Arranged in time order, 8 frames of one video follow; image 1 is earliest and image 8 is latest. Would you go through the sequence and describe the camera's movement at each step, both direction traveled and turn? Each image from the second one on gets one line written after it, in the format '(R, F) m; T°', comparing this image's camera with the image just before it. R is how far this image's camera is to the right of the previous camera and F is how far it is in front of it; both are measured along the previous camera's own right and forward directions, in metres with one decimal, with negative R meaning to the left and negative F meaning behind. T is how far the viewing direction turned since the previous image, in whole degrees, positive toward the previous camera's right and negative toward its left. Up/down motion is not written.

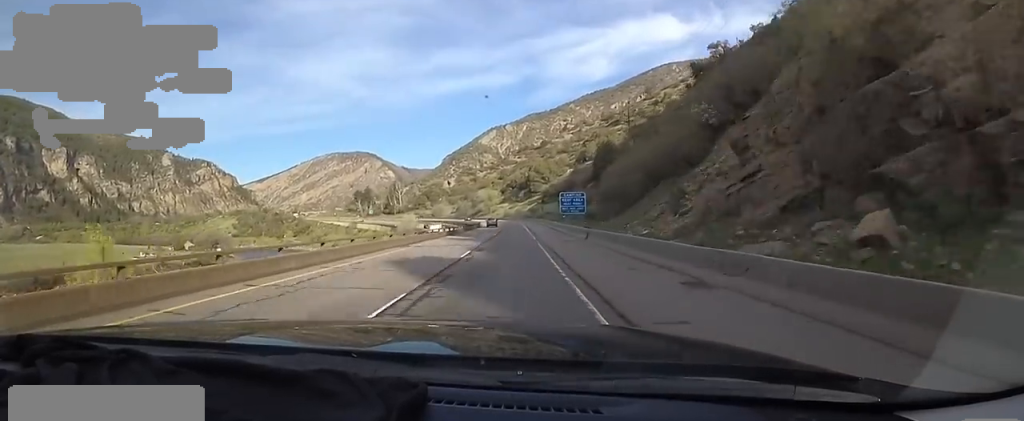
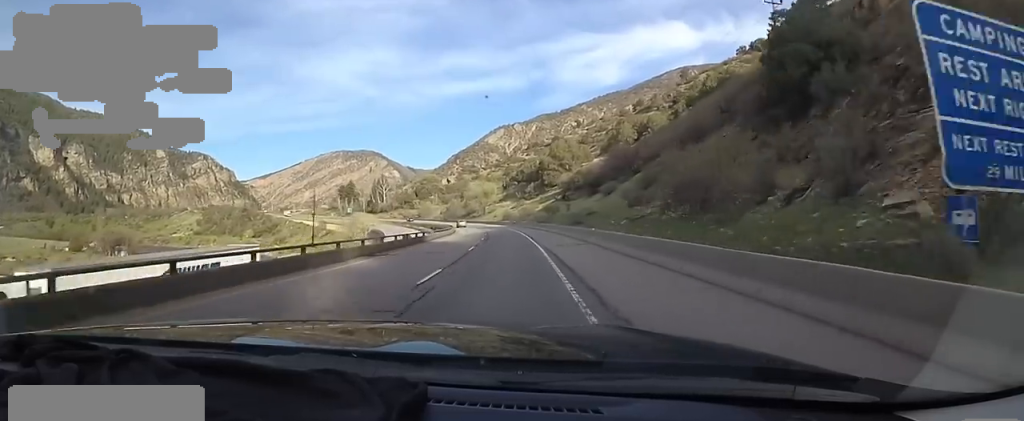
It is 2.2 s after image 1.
(-0.3, +56.6) m; -4°
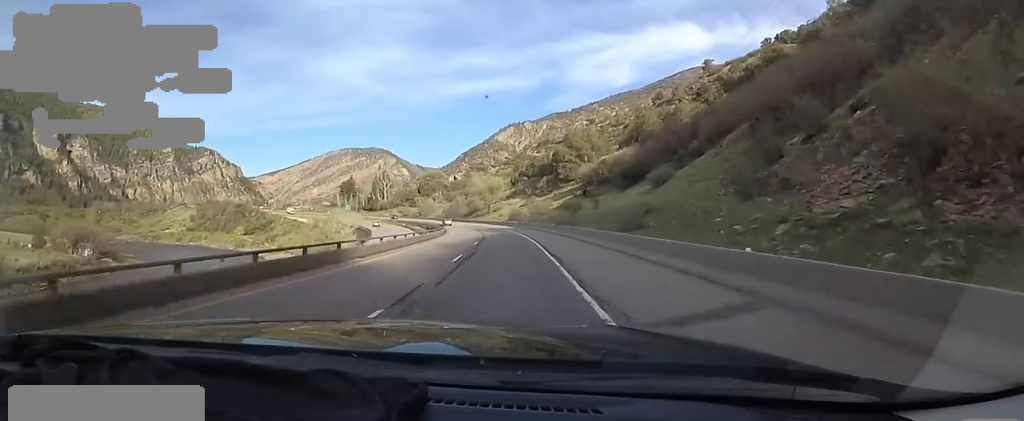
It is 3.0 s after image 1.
(0.0, +18.7) m; 0°
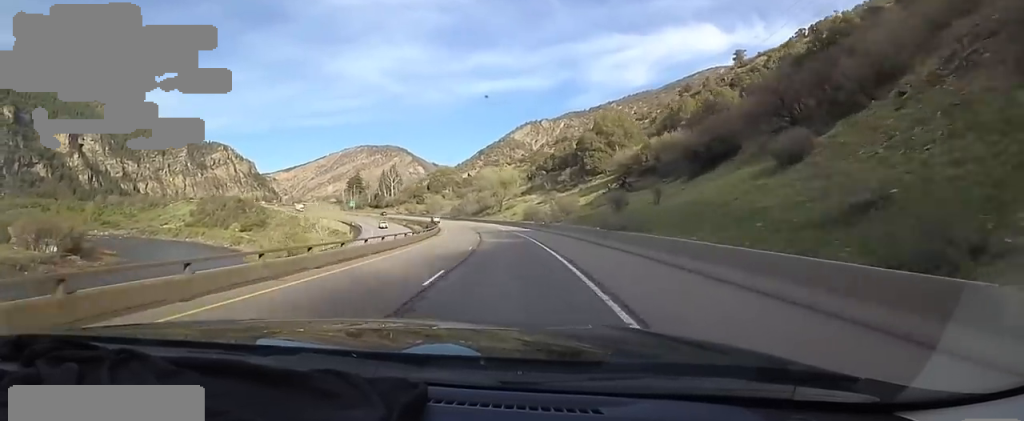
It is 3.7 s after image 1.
(0.0, +18.6) m; 0°
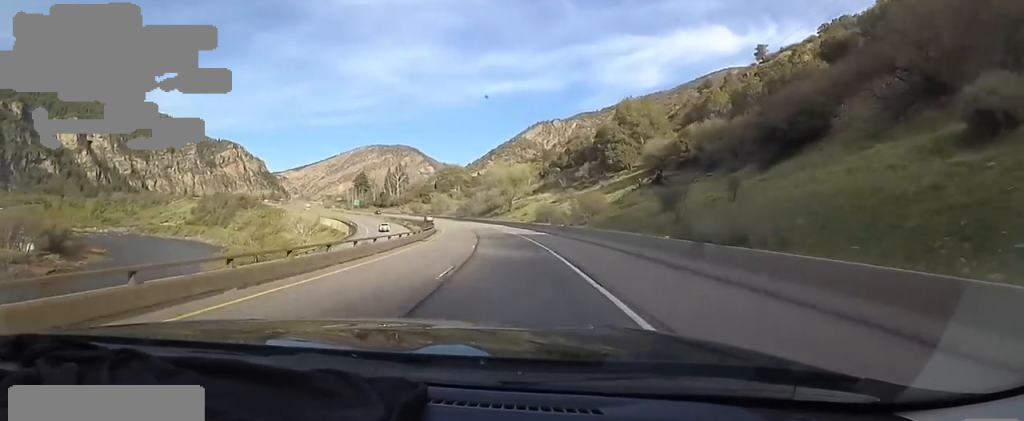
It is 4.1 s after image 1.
(0.0, +11.0) m; 0°
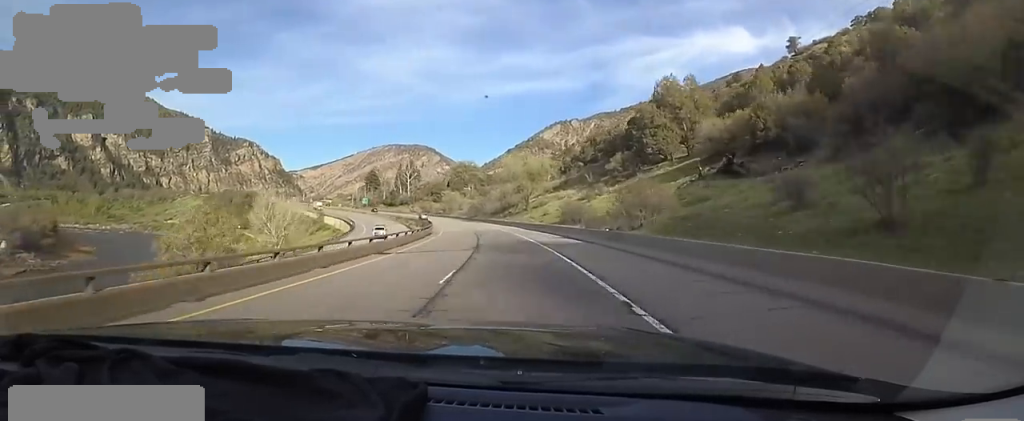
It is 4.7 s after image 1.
(0.0, +13.4) m; -2°
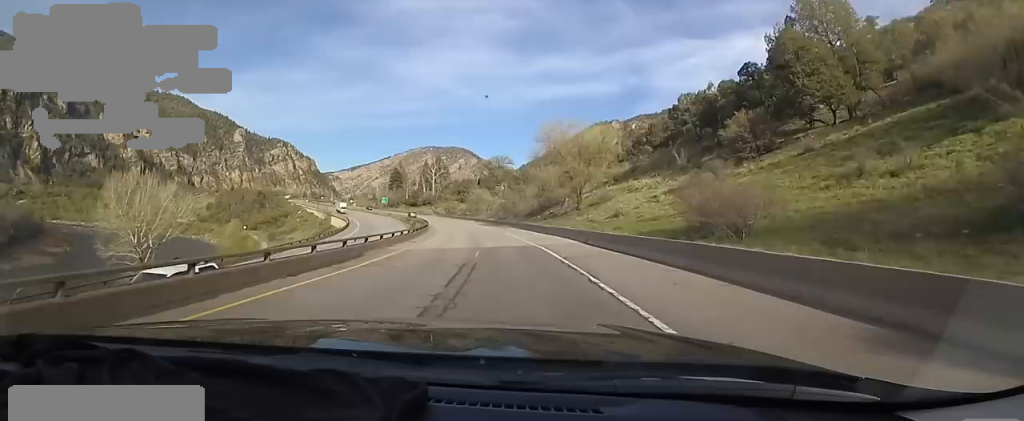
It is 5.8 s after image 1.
(-1.1, +28.3) m; -6°
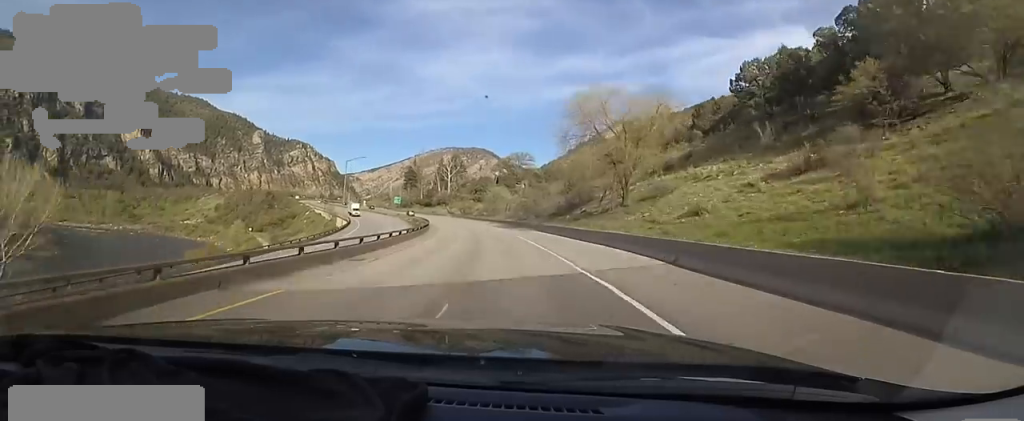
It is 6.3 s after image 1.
(-0.4, +13.2) m; -4°
